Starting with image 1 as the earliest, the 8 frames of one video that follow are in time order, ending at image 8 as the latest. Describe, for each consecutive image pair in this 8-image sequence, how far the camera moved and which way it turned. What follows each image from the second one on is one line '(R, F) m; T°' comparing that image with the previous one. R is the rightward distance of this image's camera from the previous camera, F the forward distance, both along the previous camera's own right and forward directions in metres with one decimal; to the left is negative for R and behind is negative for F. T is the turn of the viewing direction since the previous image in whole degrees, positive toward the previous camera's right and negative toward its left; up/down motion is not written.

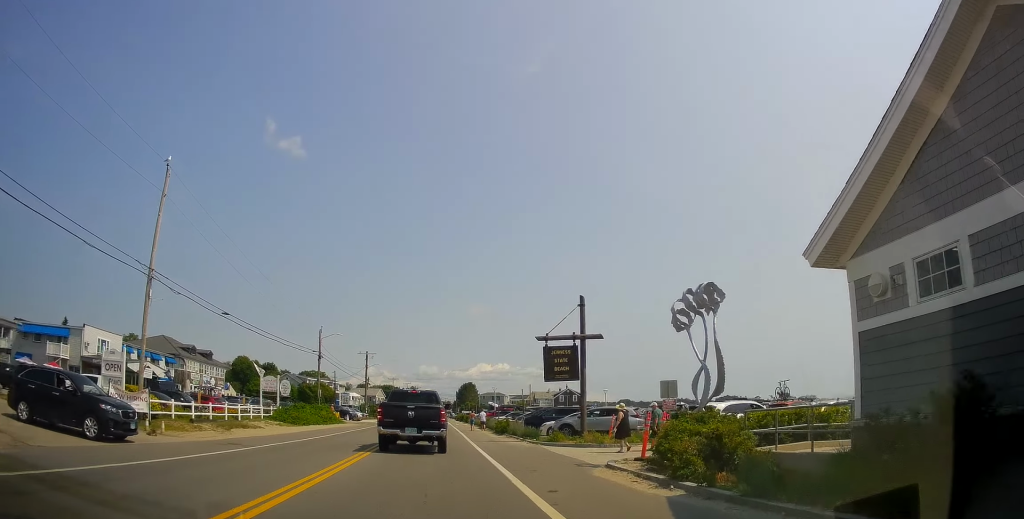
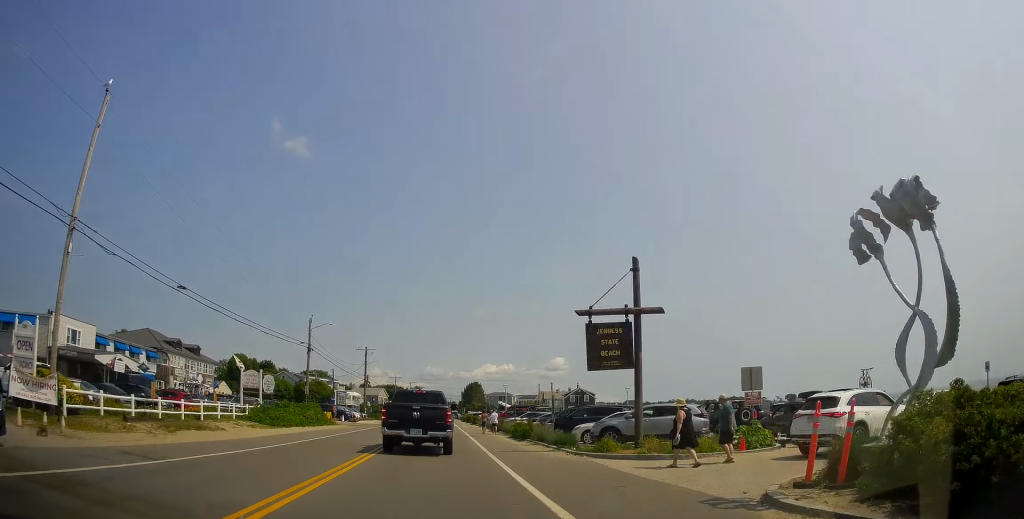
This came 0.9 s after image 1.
(+0.4, +6.2) m; +1°
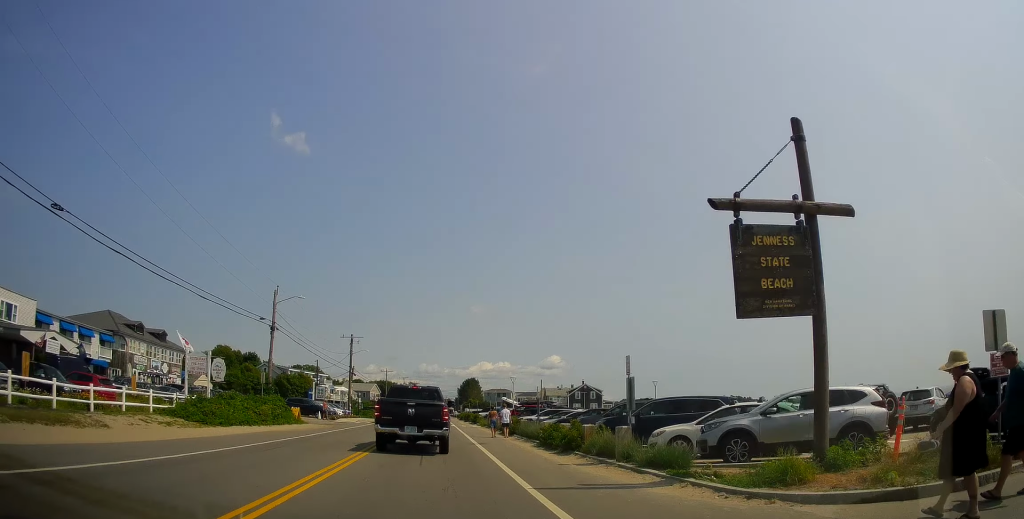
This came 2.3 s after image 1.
(-0.8, +9.3) m; -4°
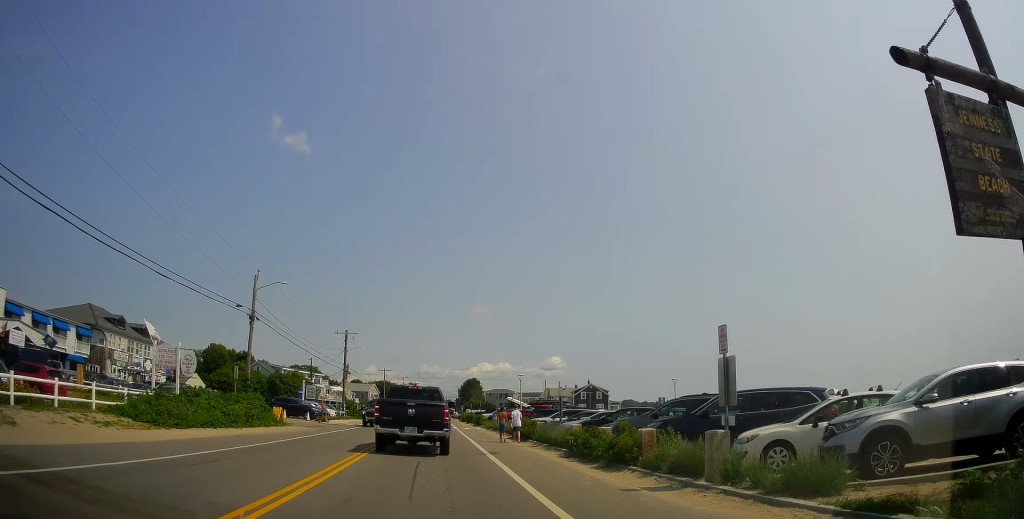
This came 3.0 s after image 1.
(-0.1, +4.5) m; +3°
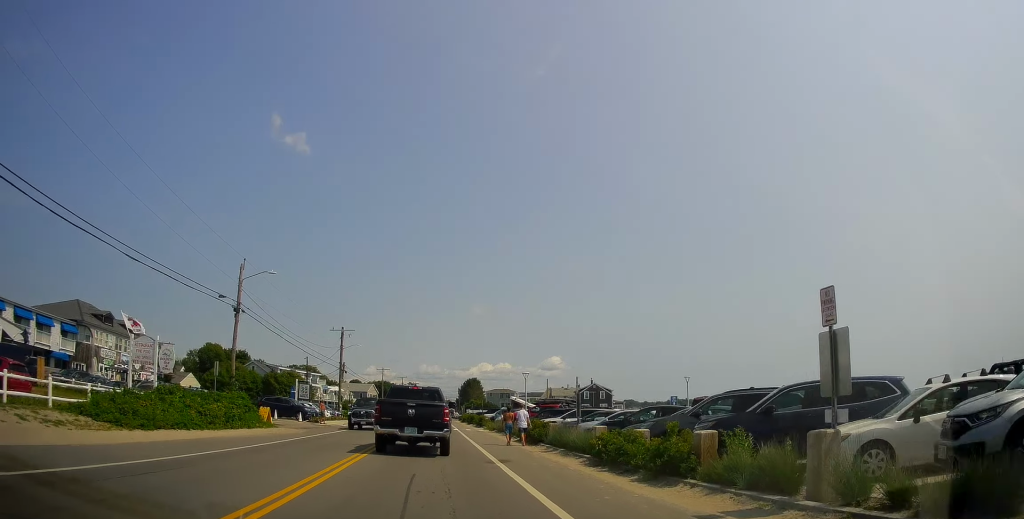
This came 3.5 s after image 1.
(+0.3, +2.7) m; +3°
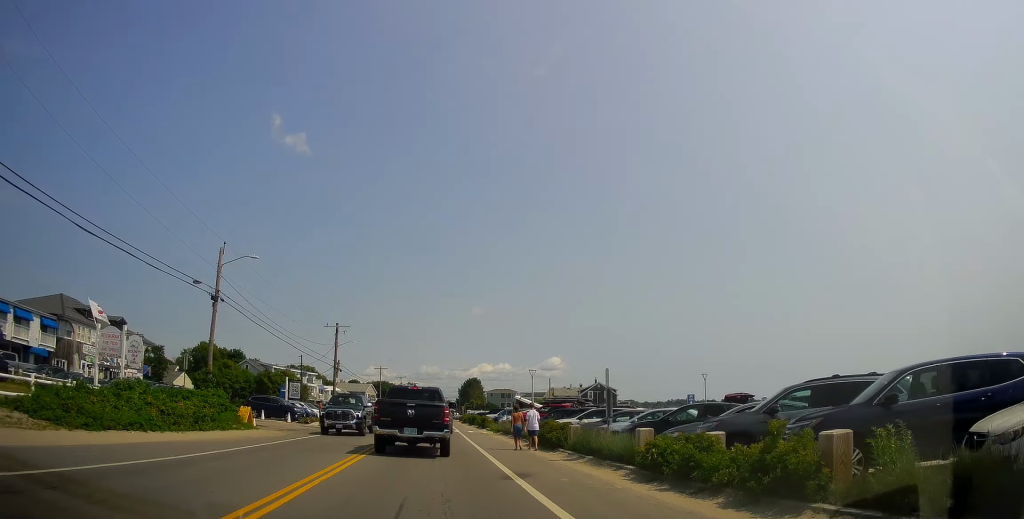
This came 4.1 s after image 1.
(+0.1, +3.3) m; +1°
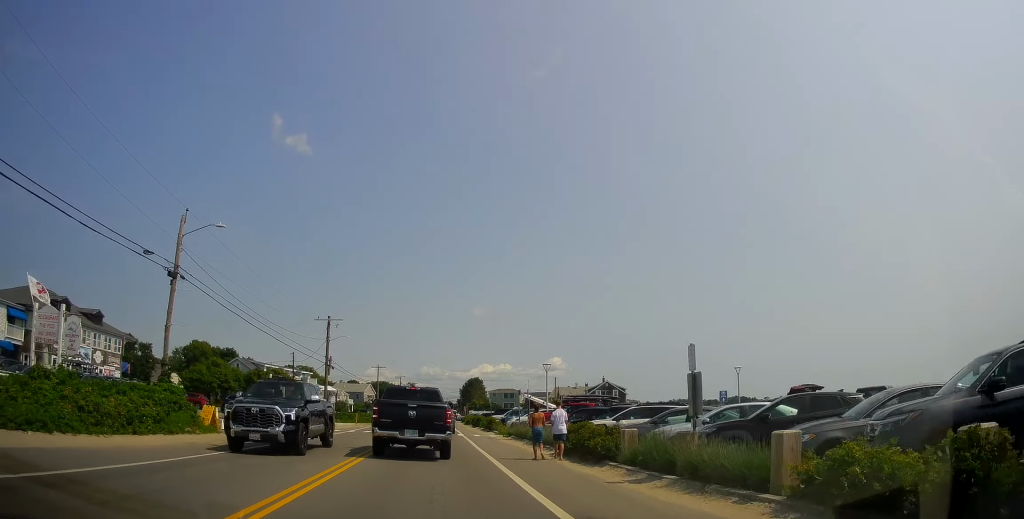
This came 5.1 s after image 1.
(-0.1, +4.9) m; -2°
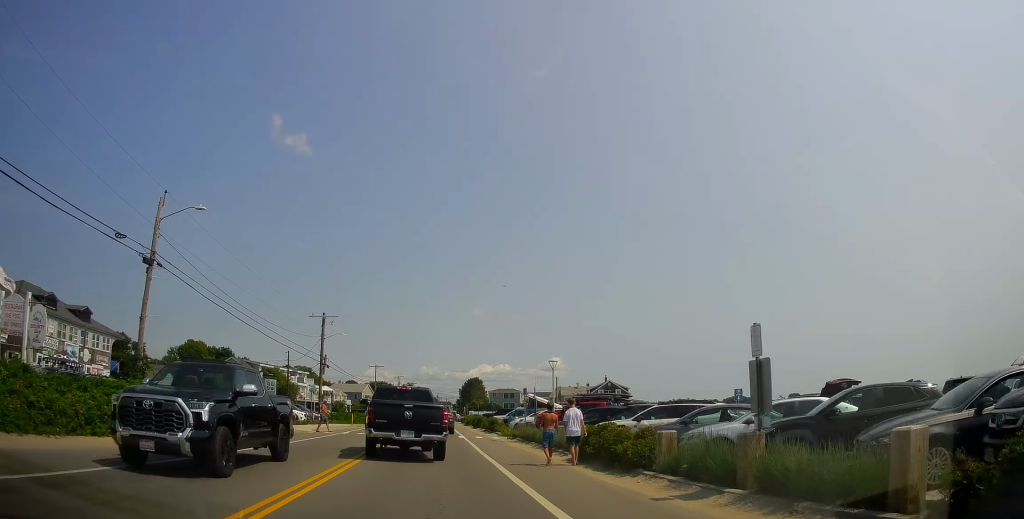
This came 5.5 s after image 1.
(0.0, +2.1) m; -1°
